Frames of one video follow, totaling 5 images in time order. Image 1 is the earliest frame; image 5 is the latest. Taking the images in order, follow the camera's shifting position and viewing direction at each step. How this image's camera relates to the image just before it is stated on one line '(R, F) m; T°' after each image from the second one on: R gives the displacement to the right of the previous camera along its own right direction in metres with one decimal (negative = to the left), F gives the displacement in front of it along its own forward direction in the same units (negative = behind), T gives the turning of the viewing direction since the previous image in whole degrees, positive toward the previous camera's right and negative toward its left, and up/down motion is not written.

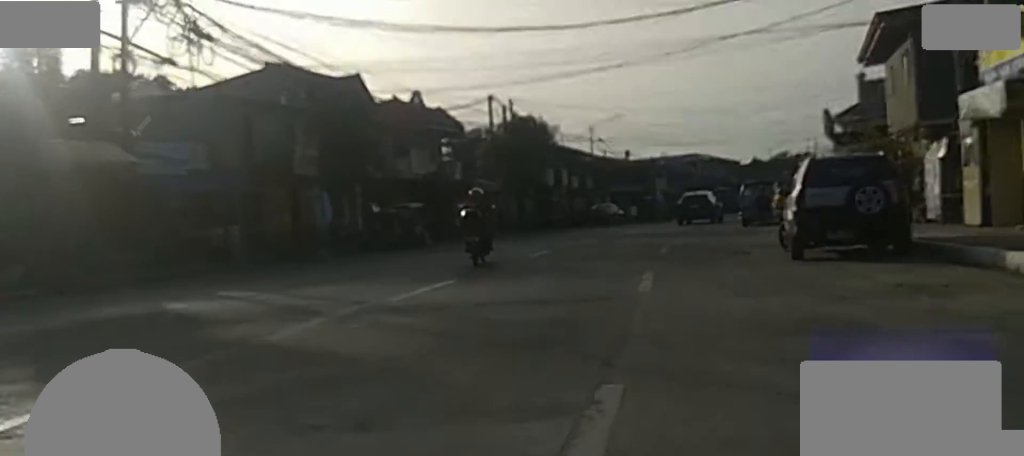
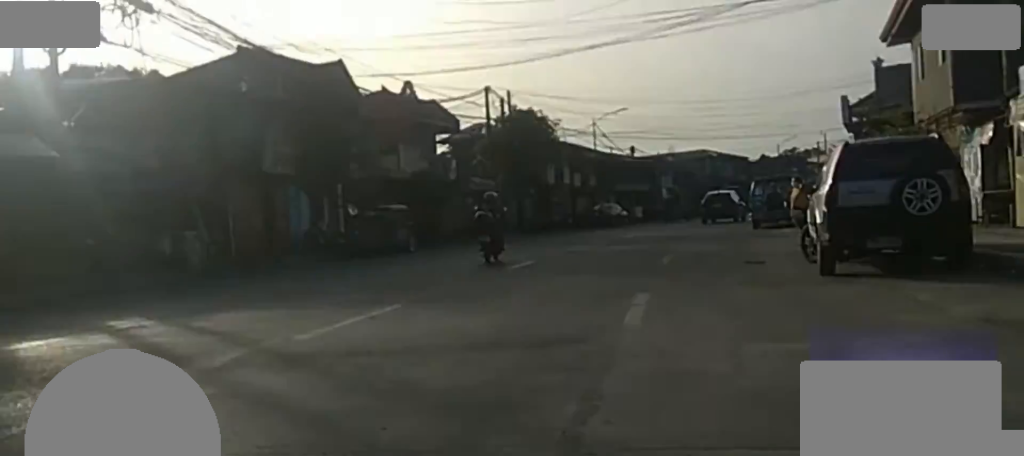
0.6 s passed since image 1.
(-0.1, +2.0) m; -4°
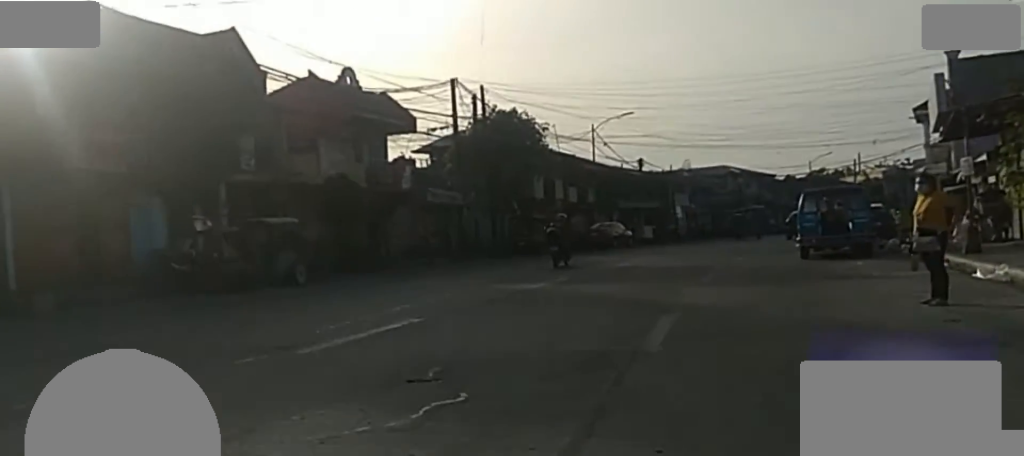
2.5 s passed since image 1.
(+0.2, +6.8) m; +21°
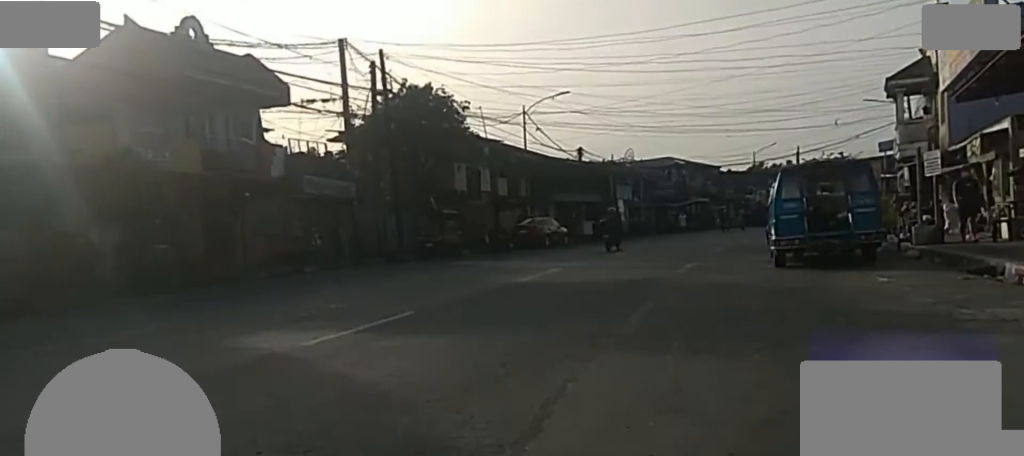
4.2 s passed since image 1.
(+0.5, +6.0) m; -6°
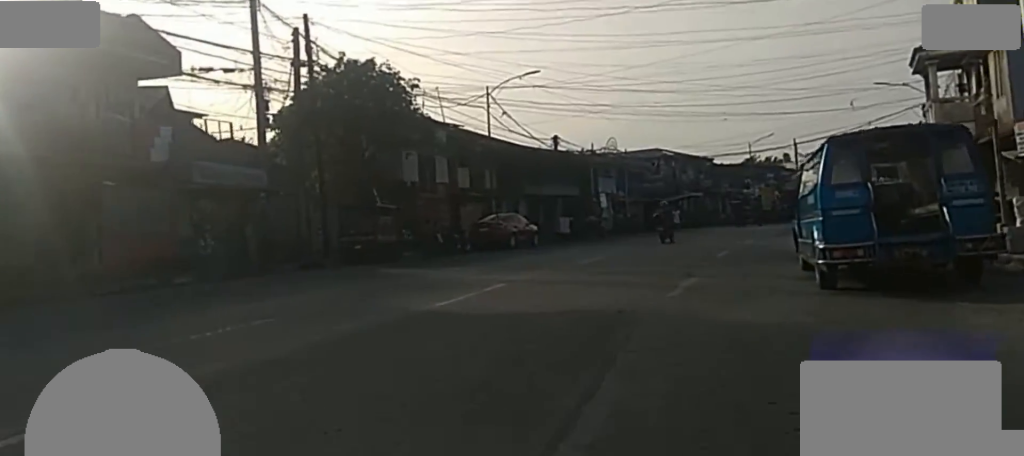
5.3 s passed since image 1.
(-0.3, +4.1) m; -2°
